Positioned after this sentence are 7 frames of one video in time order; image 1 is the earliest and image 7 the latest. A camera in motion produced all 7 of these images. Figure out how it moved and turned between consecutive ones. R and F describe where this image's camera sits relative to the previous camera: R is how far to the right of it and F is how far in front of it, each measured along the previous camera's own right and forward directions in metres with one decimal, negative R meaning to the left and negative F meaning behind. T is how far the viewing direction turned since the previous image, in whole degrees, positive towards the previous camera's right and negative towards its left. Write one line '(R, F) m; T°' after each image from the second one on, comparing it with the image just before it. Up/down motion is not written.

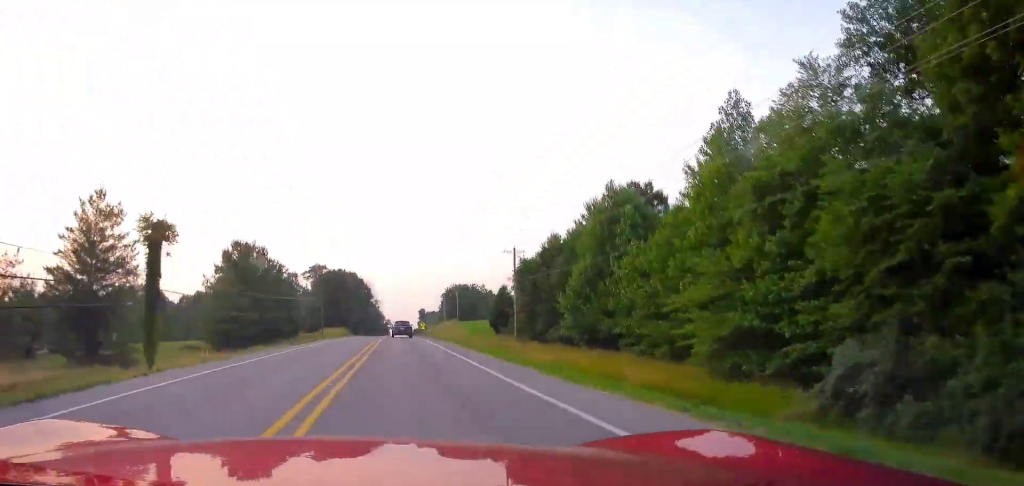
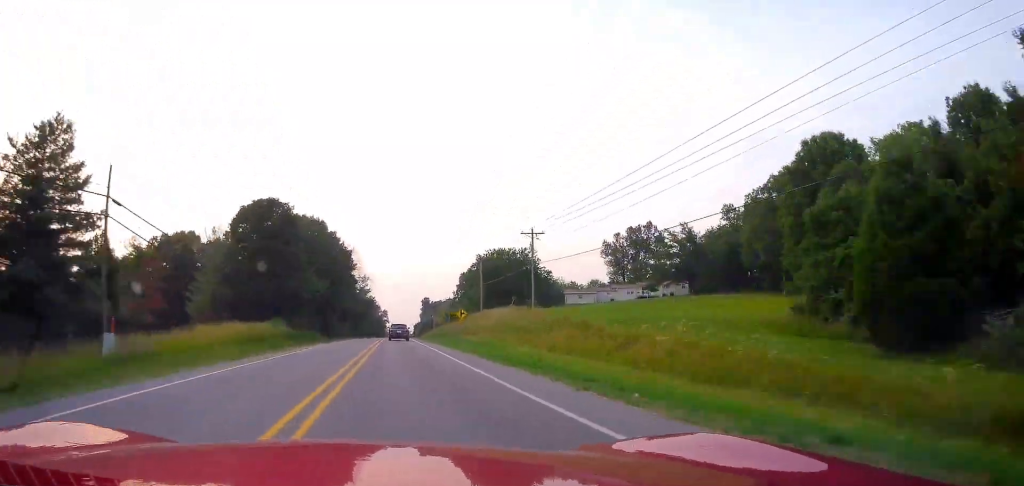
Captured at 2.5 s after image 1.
(-0.3, +71.7) m; 0°
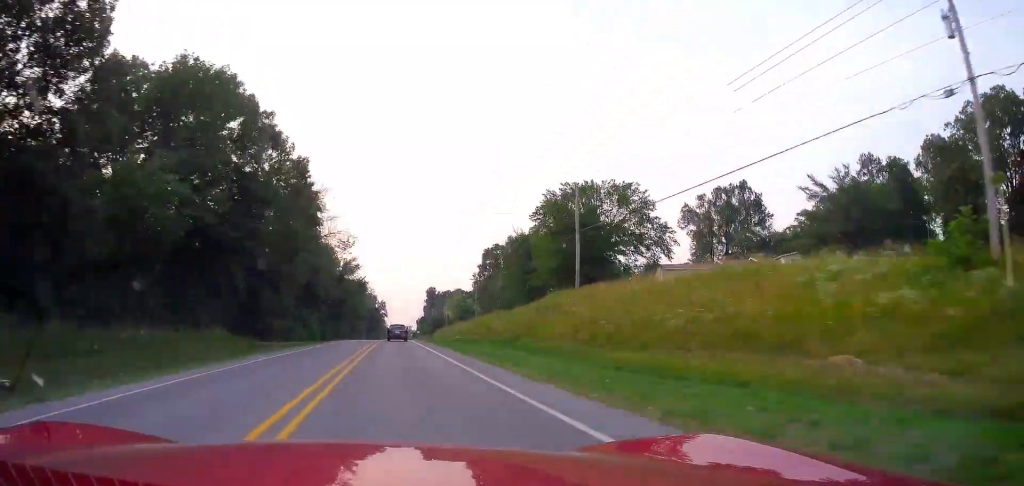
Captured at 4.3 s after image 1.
(-0.1, +49.0) m; 0°
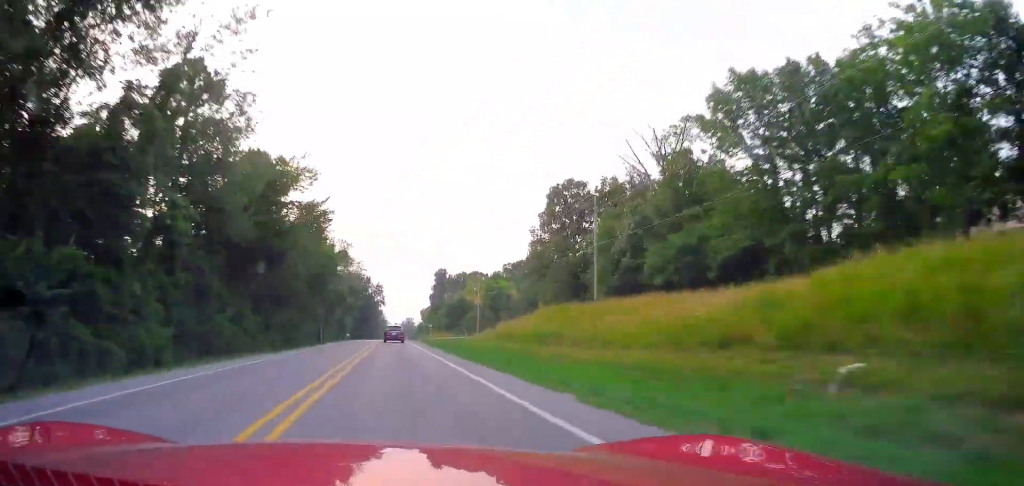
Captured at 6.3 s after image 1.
(+0.3, +58.7) m; 0°
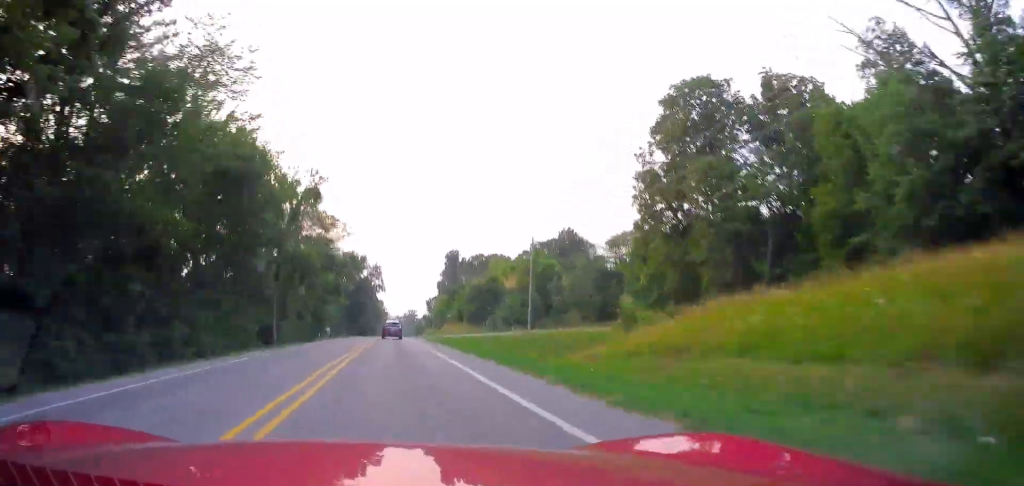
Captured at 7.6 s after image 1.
(+0.2, +36.0) m; 0°
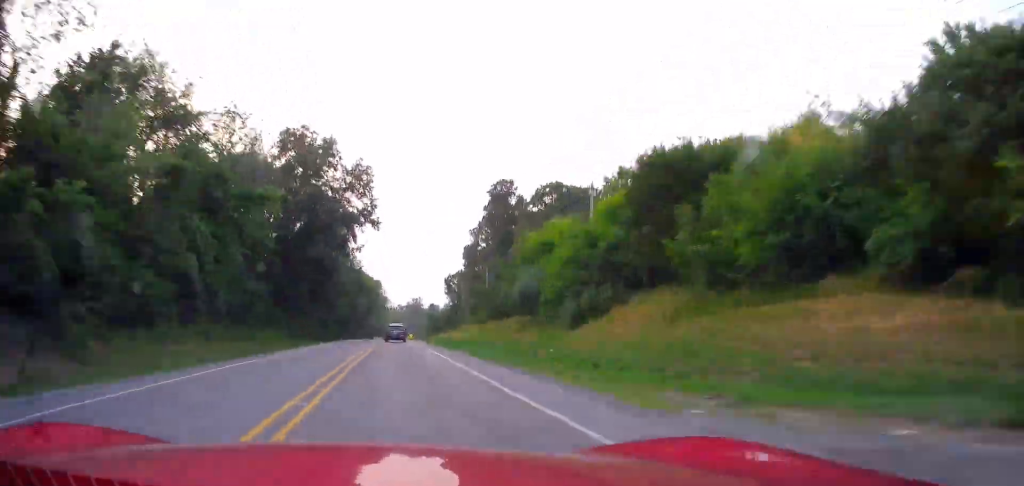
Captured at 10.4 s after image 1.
(-0.5, +79.2) m; +1°
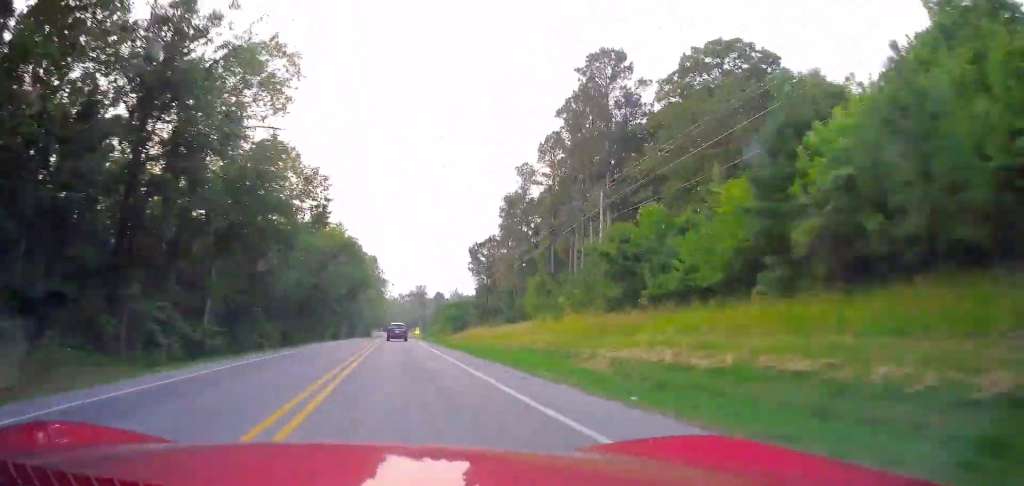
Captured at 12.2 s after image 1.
(+0.5, +50.7) m; 0°
